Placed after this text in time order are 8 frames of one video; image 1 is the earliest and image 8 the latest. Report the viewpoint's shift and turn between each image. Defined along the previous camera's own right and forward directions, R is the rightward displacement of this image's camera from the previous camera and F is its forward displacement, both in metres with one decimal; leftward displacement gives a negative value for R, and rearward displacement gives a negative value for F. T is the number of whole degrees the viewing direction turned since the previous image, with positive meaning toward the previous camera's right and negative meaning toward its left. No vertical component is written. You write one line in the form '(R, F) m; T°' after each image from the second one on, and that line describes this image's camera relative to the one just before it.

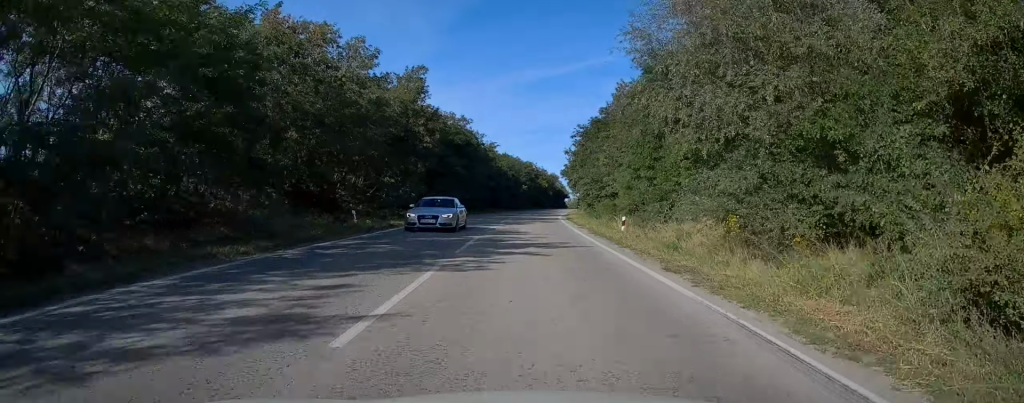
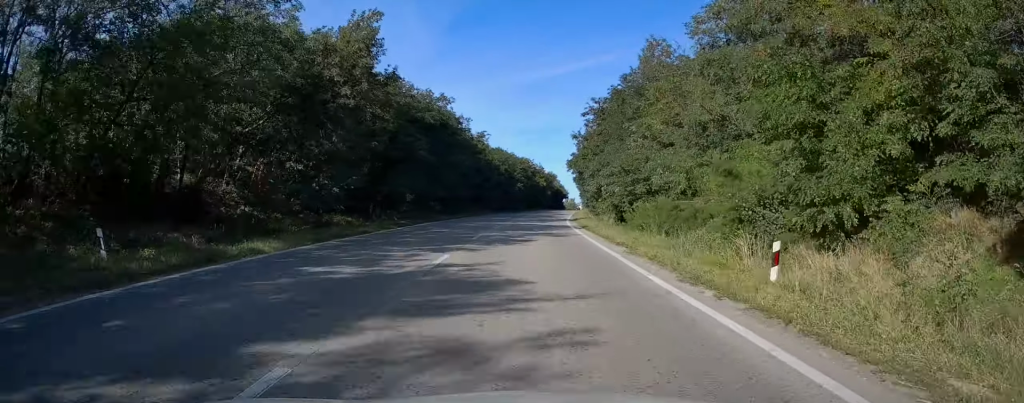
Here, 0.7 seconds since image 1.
(+0.1, +15.7) m; +1°
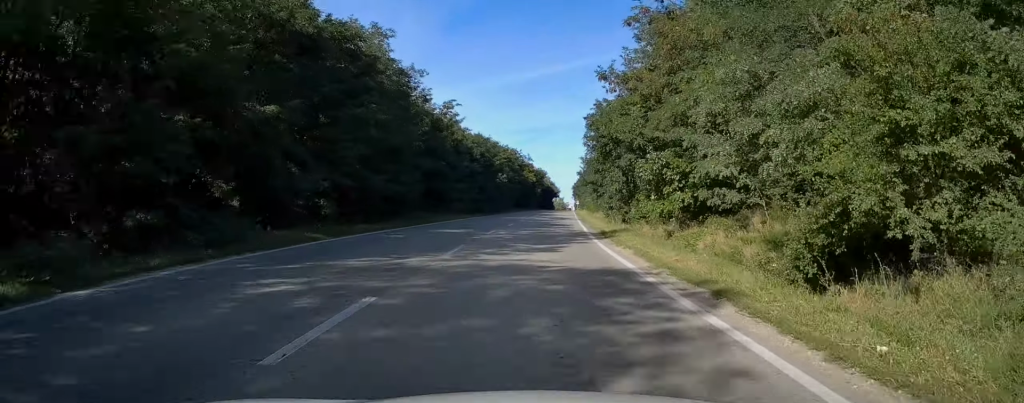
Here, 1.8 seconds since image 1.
(+0.2, +23.8) m; 0°
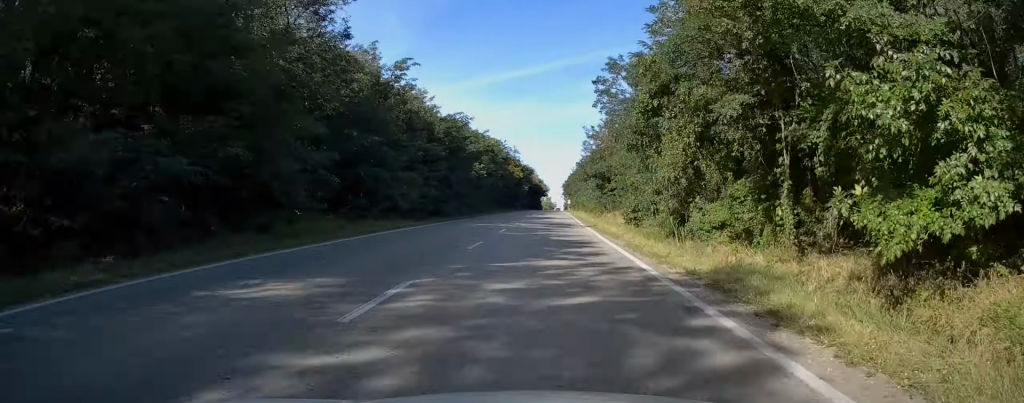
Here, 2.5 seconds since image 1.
(0.0, +16.3) m; +1°
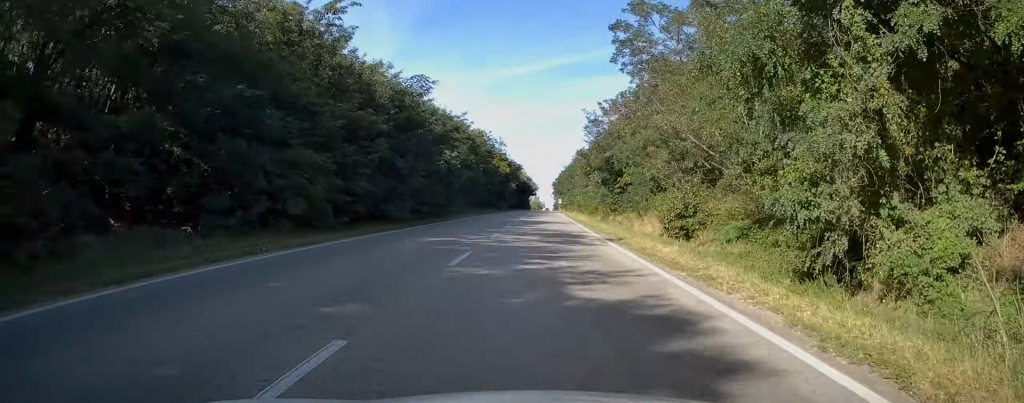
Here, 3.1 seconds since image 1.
(-0.3, +12.6) m; +1°
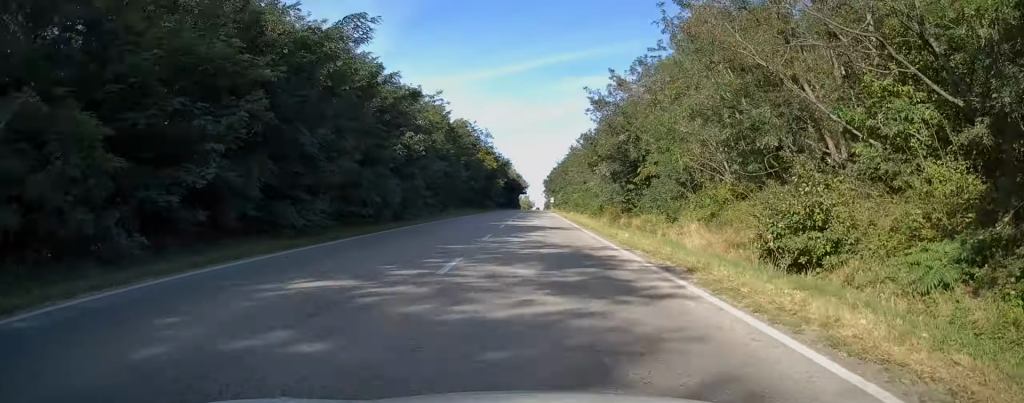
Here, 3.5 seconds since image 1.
(+0.4, +10.3) m; +1°
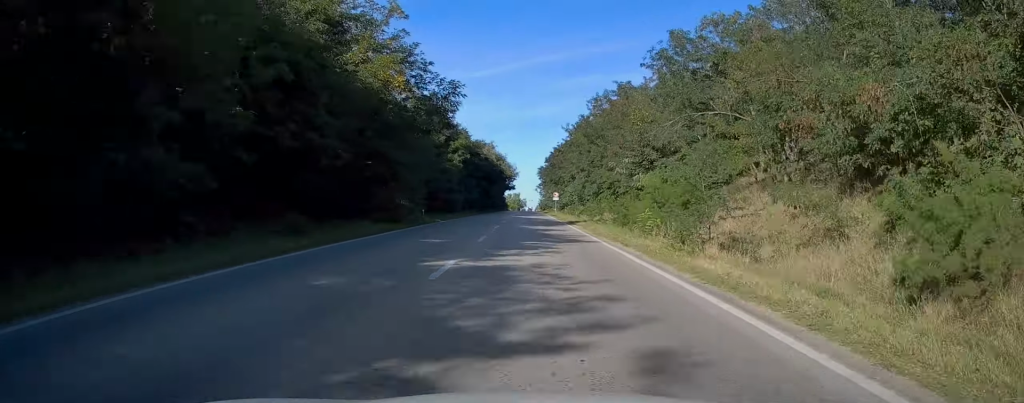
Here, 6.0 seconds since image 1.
(+1.8, +54.0) m; +2°
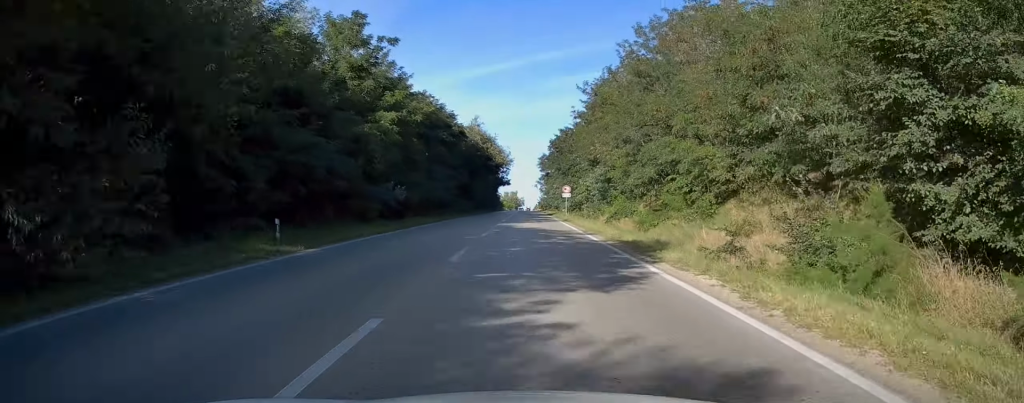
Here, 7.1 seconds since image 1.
(-0.3, +24.0) m; 0°
